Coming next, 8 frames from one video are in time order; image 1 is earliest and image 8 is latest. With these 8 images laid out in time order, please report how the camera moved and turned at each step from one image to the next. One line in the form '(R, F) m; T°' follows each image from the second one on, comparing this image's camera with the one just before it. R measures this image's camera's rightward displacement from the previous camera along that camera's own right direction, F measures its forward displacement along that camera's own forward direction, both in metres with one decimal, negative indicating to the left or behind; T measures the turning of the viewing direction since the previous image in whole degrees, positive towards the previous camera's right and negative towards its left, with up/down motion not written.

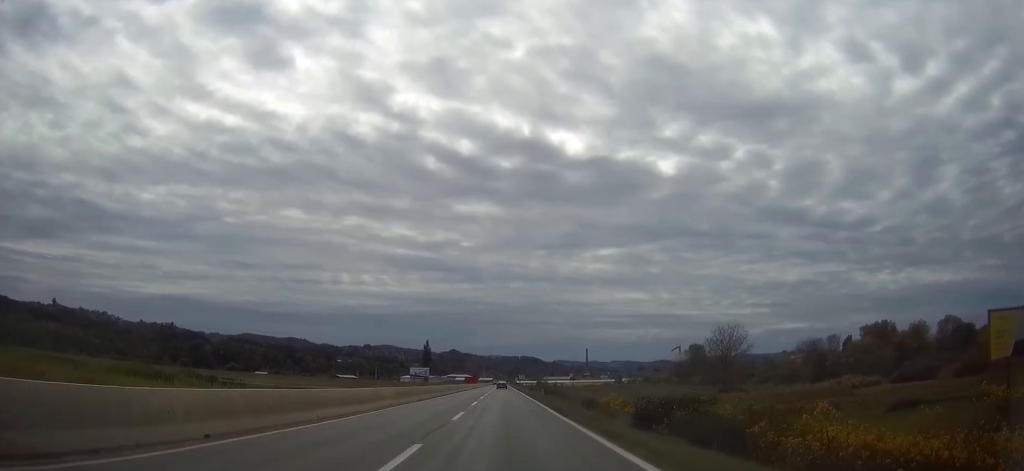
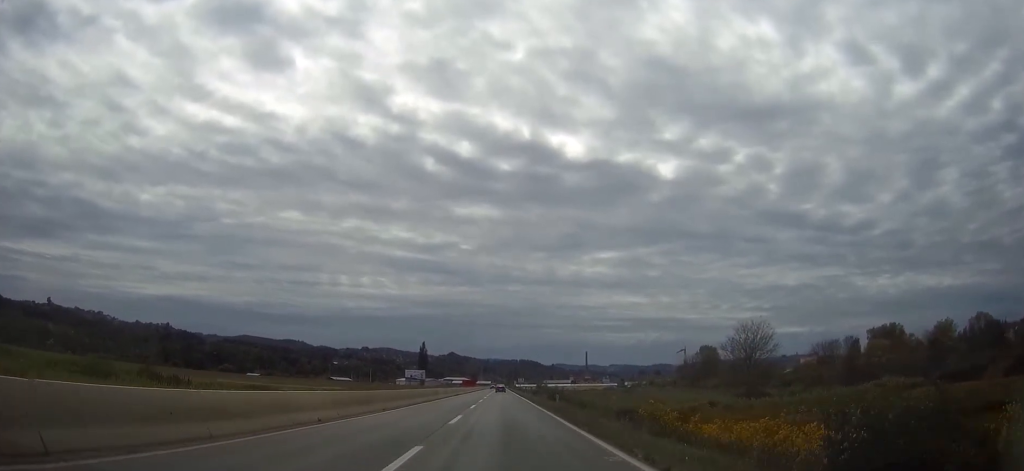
(0.0, +15.2) m; 0°
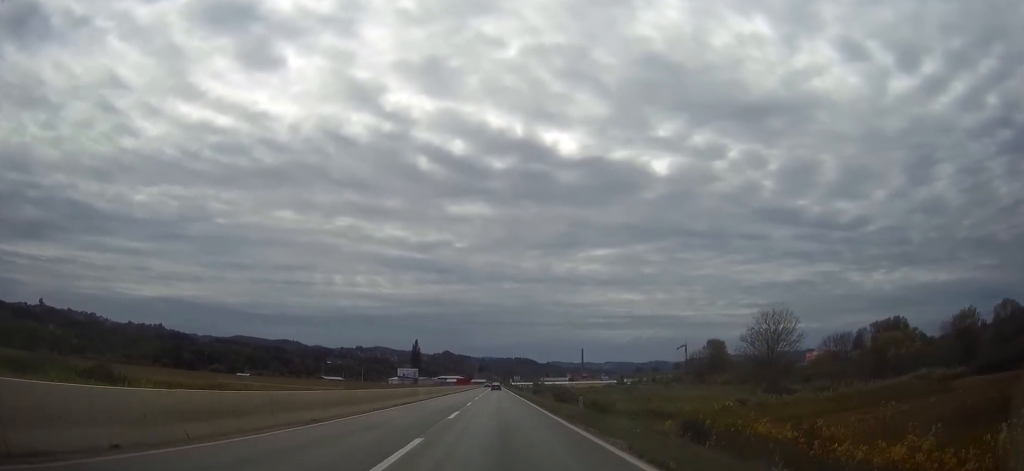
(0.0, +13.0) m; 0°
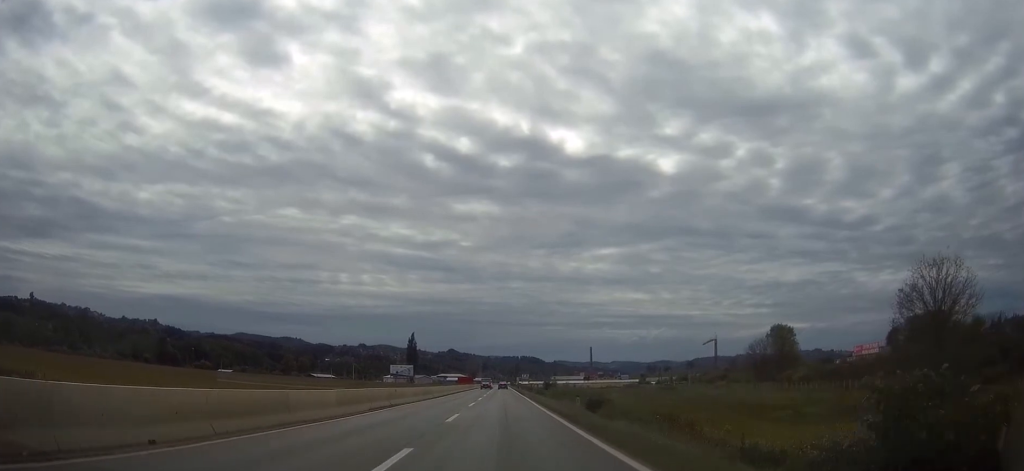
(0.0, +47.5) m; 0°
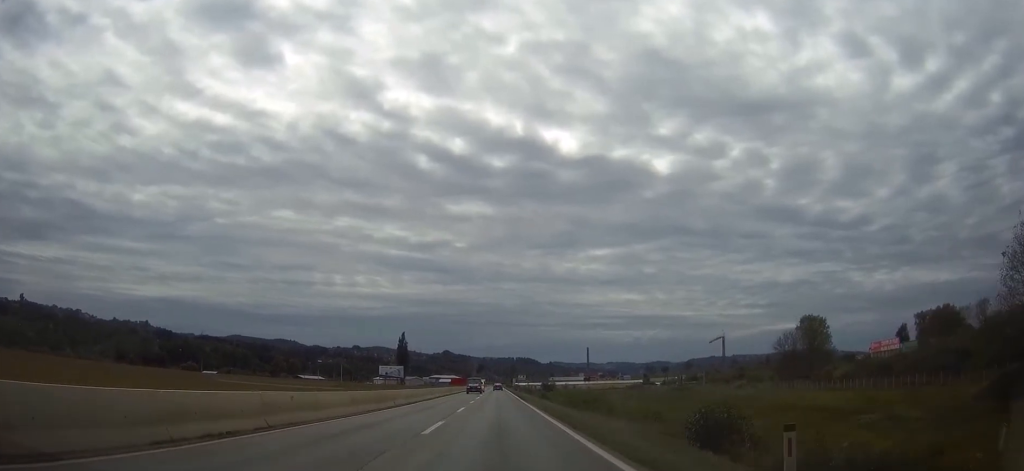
(0.0, +20.1) m; 0°
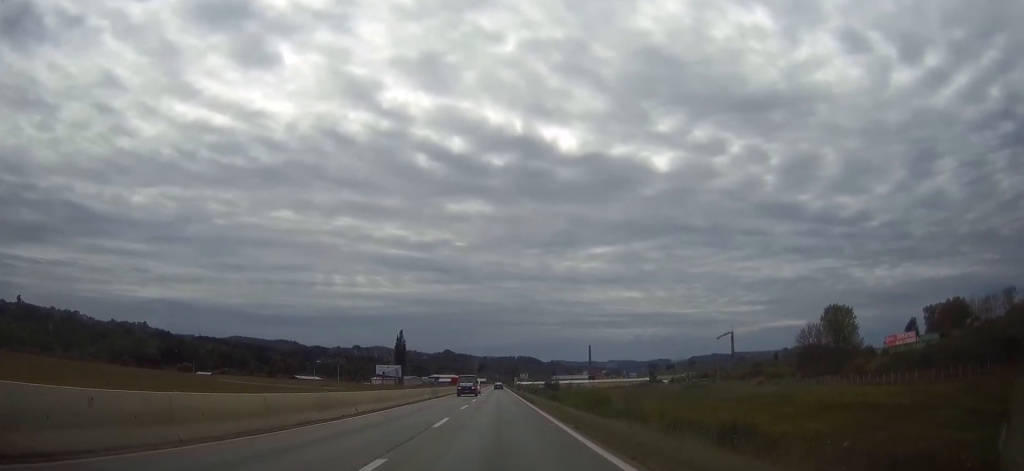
(0.0, +11.7) m; 0°
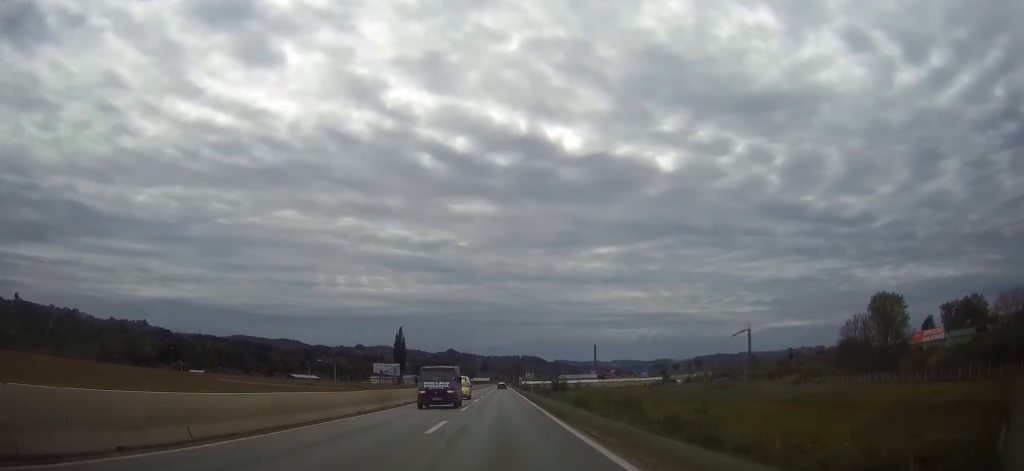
(-0.1, +17.6) m; 0°
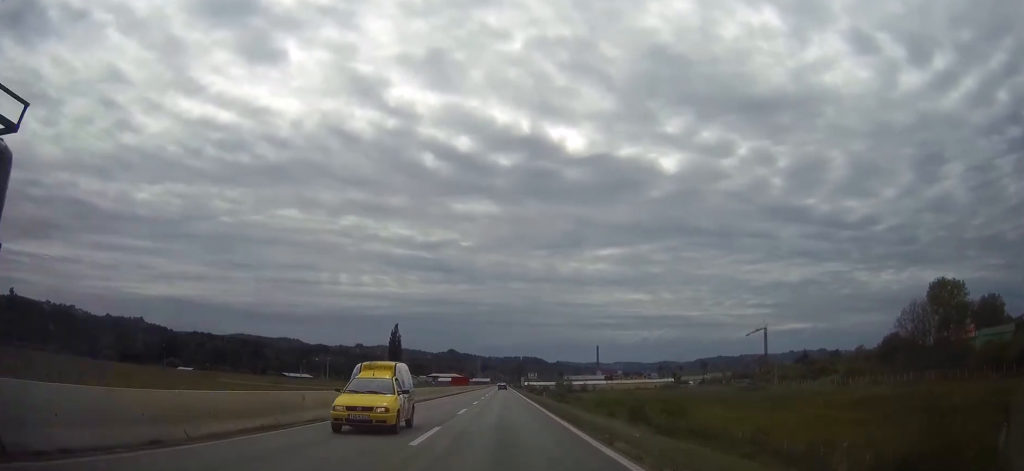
(0.0, +18.4) m; 0°
